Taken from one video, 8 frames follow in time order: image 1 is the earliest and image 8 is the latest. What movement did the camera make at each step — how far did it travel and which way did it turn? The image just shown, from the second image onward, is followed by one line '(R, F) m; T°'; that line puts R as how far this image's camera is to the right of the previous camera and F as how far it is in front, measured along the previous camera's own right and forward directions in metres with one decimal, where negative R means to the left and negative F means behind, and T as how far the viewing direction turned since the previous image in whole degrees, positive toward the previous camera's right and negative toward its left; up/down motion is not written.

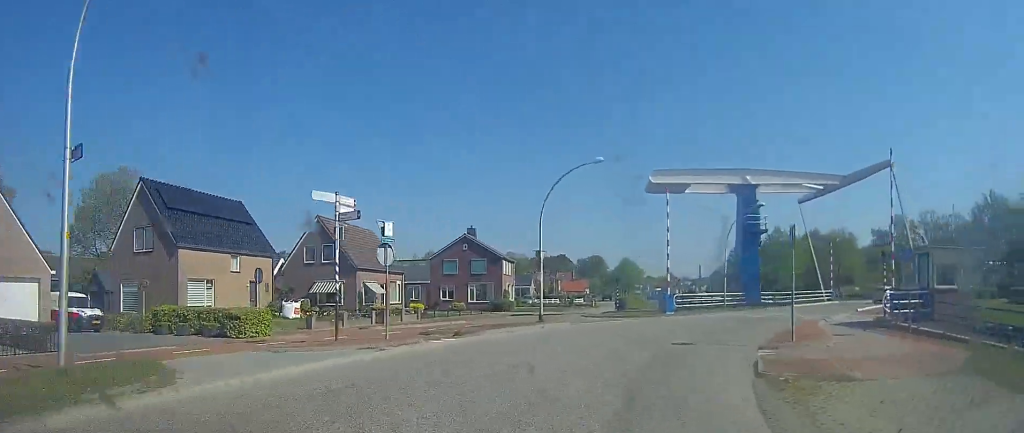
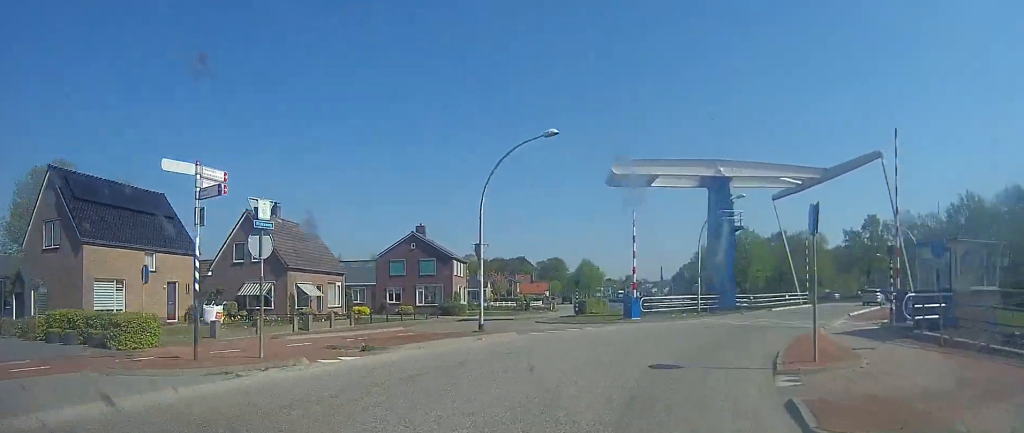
(+0.8, +4.3) m; +5°
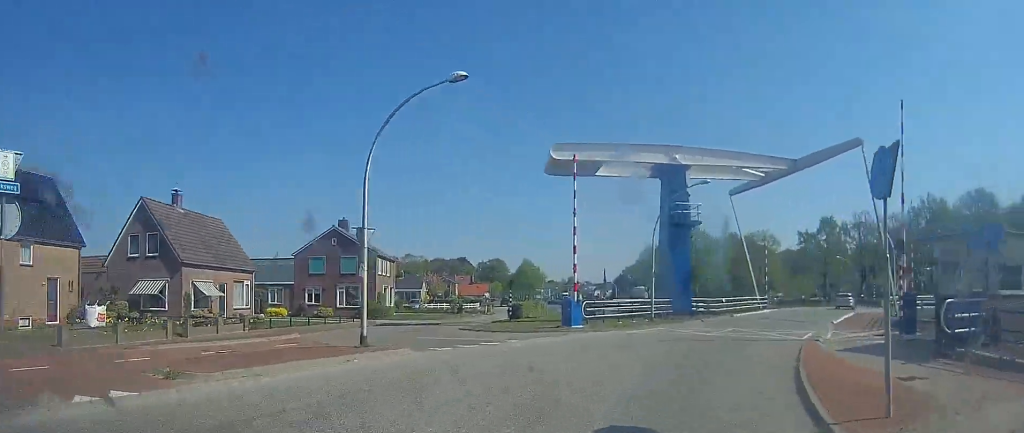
(+0.3, +5.1) m; +4°
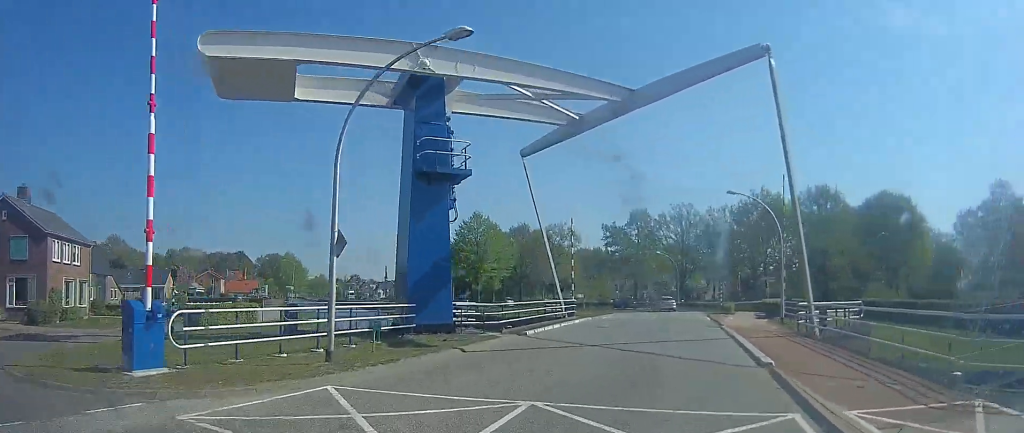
(+1.3, +14.5) m; +19°
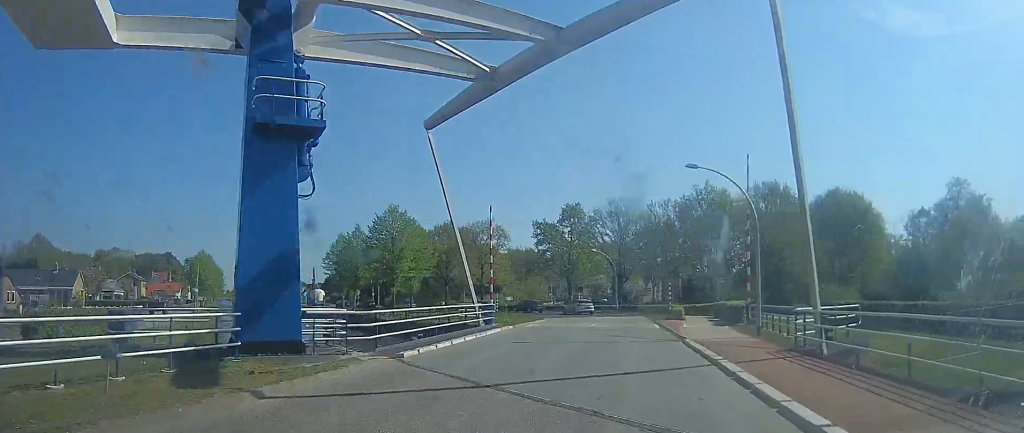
(+0.8, +5.7) m; +7°
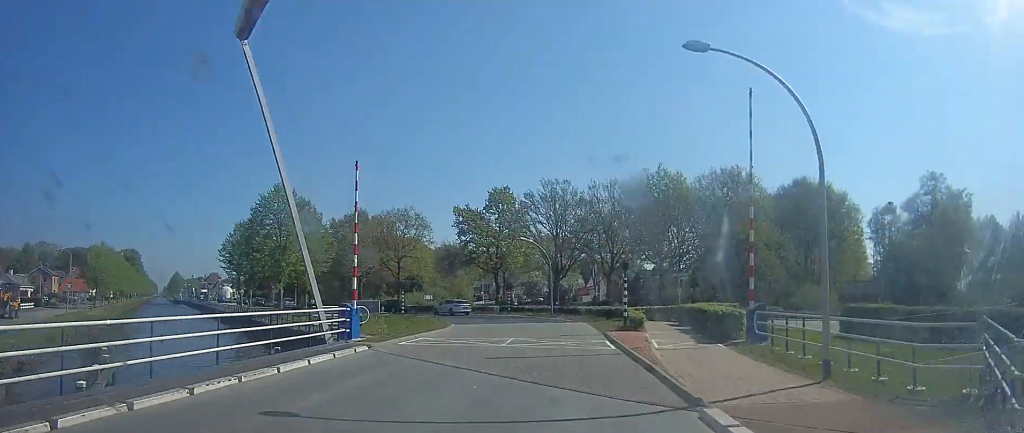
(+0.6, +9.5) m; +12°
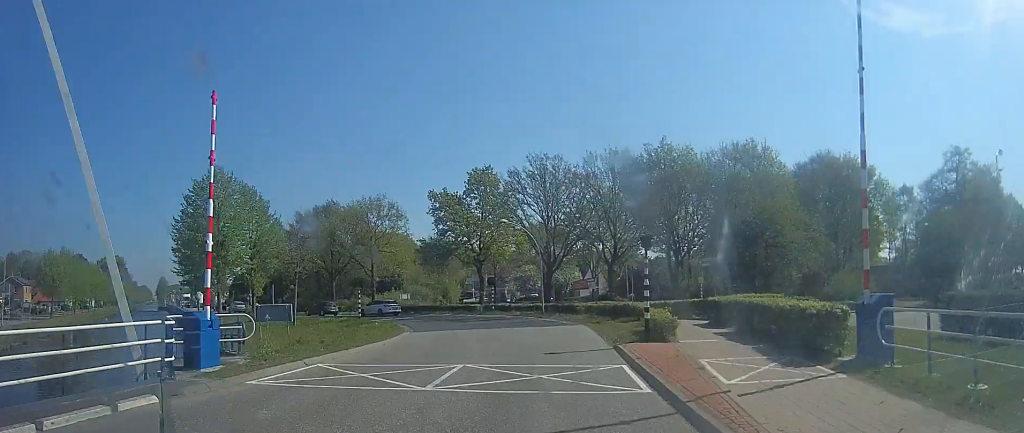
(+1.0, +7.2) m; +4°
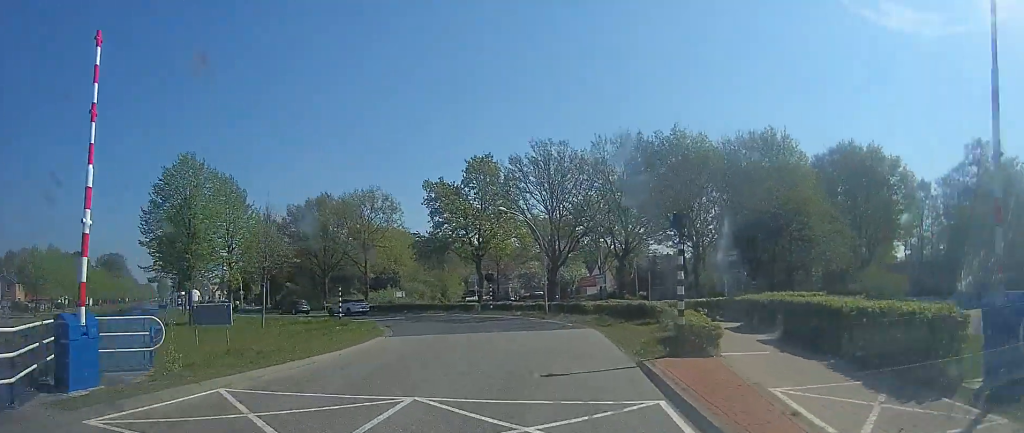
(+0.3, +3.5) m; +1°
